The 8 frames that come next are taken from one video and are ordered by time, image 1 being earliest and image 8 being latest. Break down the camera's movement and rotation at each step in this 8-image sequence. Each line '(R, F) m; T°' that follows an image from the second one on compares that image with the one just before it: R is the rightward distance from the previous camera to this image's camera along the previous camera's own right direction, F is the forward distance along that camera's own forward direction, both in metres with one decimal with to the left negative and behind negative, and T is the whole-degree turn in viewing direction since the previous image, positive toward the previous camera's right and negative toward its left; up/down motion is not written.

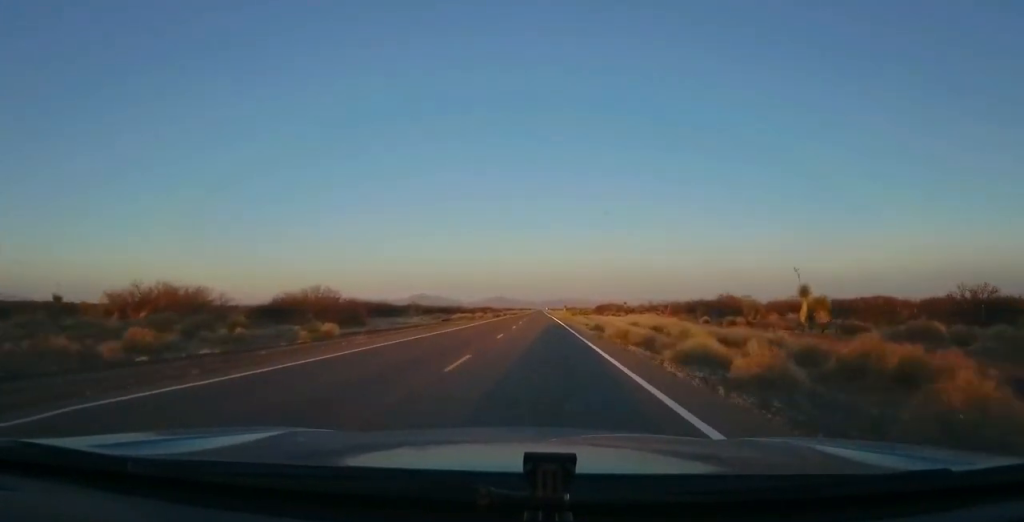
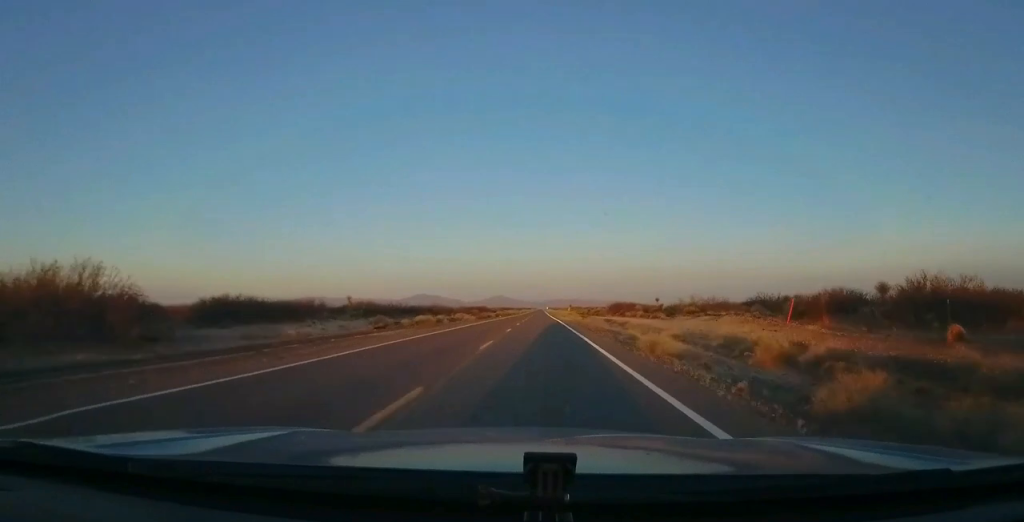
(+0.1, +29.3) m; +1°
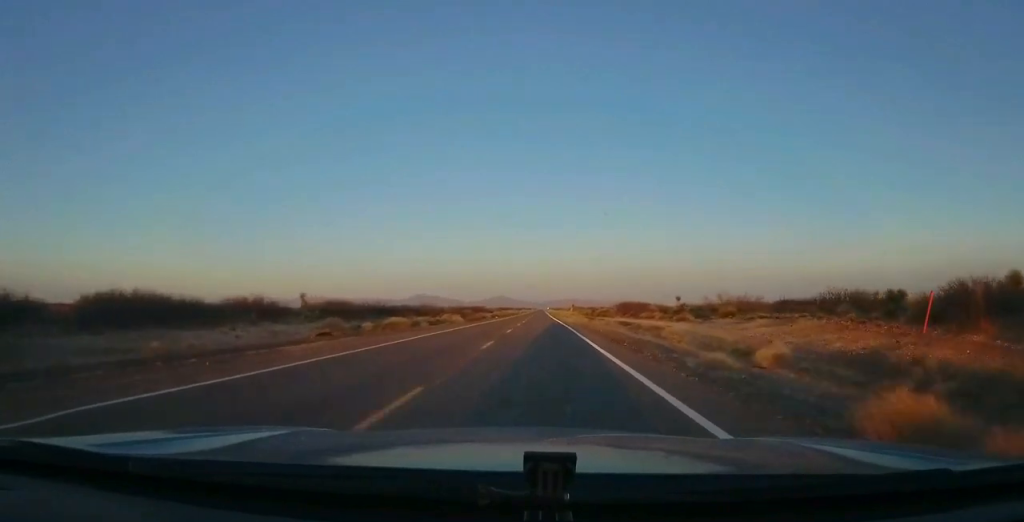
(+0.1, +11.7) m; 0°
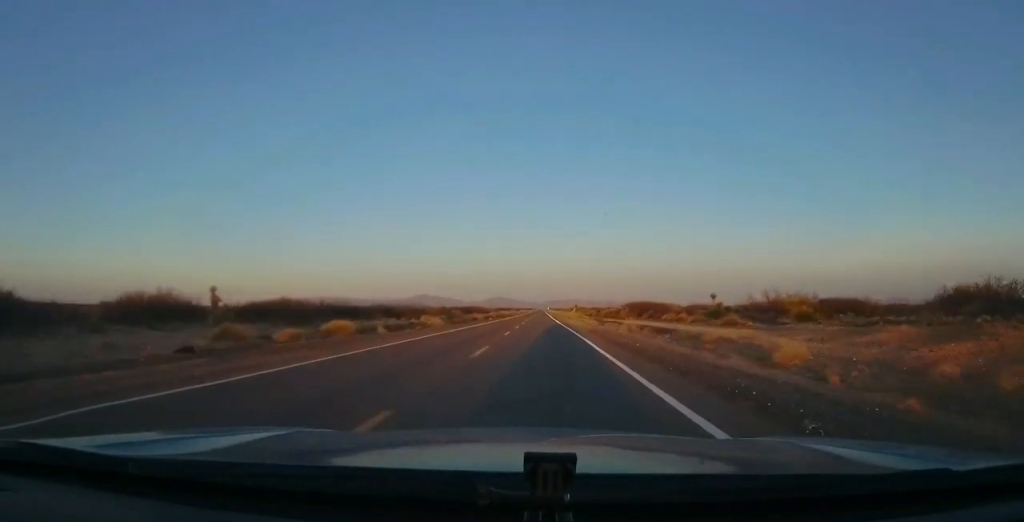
(0.0, +13.7) m; 0°
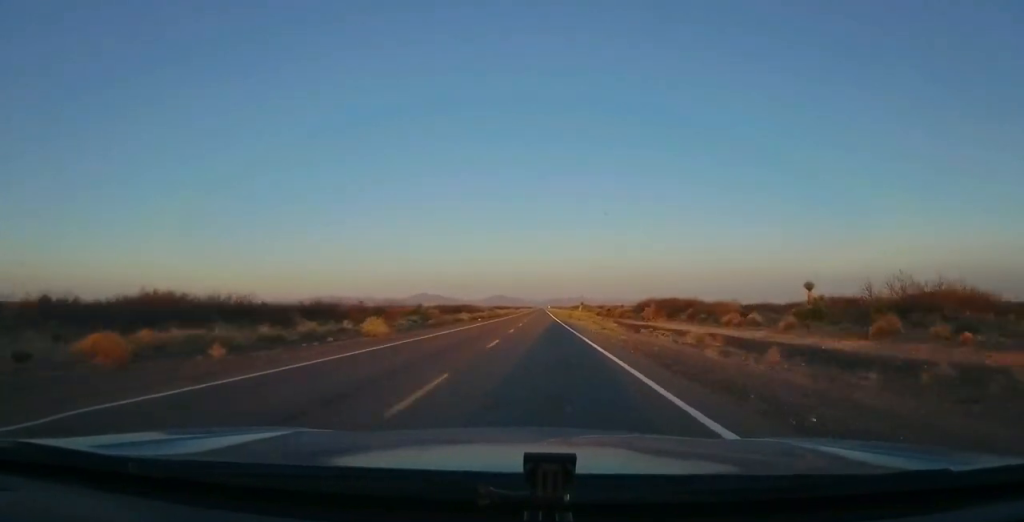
(0.0, +19.6) m; -1°
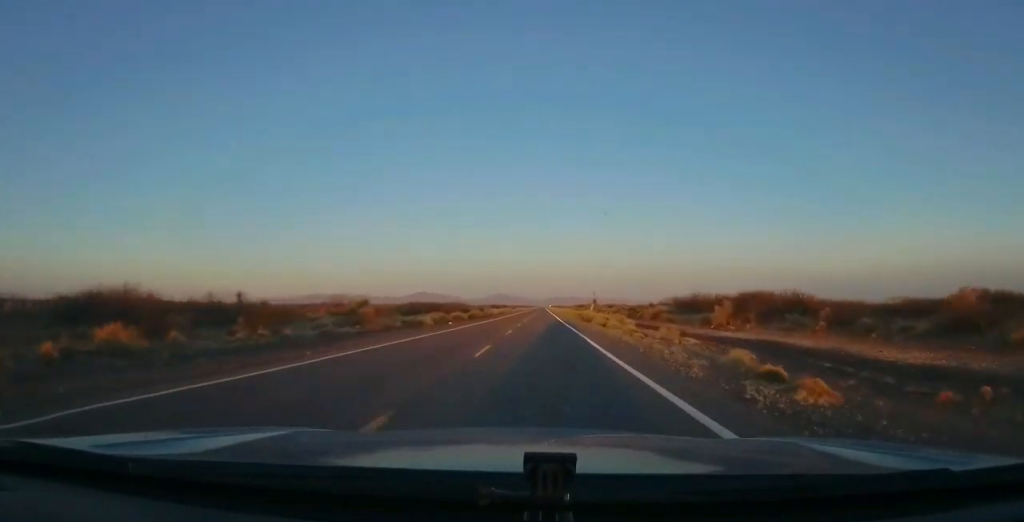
(-0.4, +27.3) m; 0°
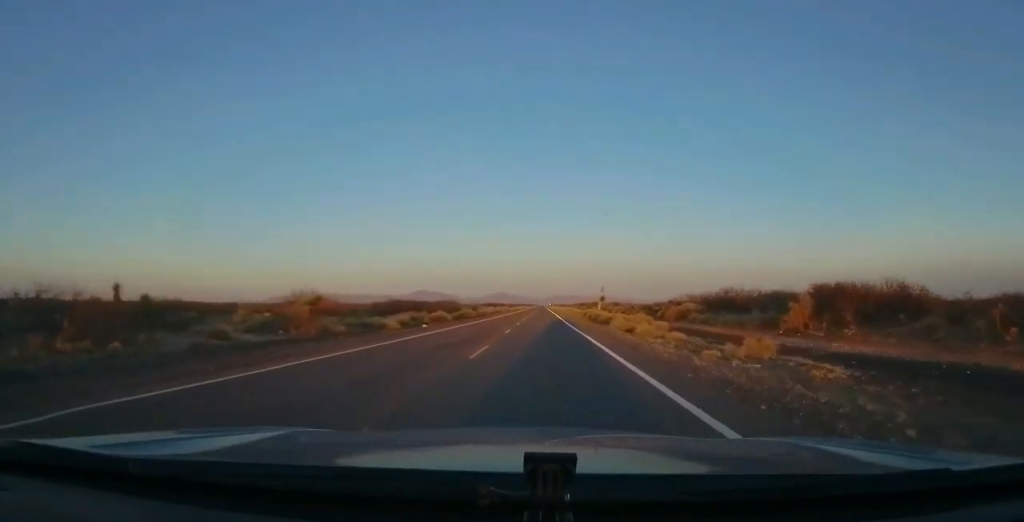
(+0.2, +12.7) m; 0°
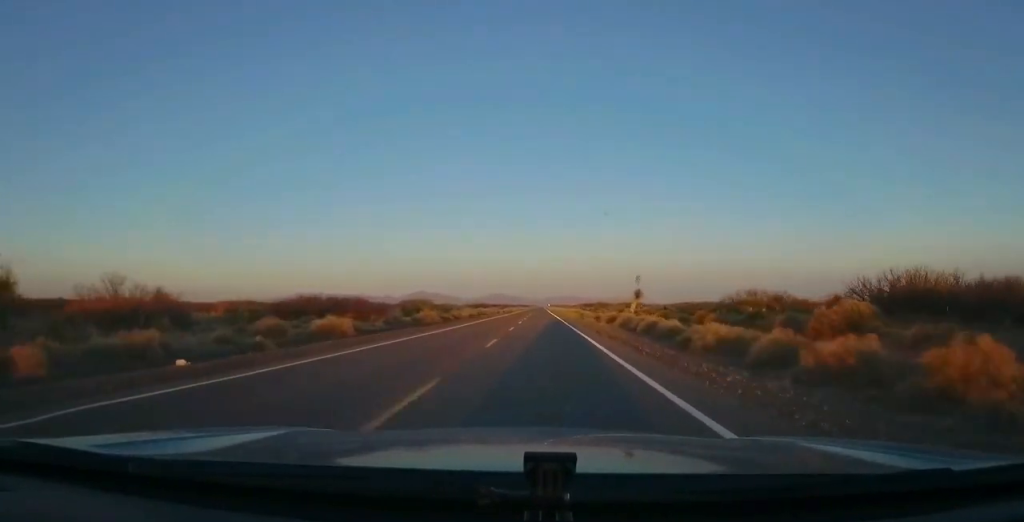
(-0.1, +31.2) m; 0°
